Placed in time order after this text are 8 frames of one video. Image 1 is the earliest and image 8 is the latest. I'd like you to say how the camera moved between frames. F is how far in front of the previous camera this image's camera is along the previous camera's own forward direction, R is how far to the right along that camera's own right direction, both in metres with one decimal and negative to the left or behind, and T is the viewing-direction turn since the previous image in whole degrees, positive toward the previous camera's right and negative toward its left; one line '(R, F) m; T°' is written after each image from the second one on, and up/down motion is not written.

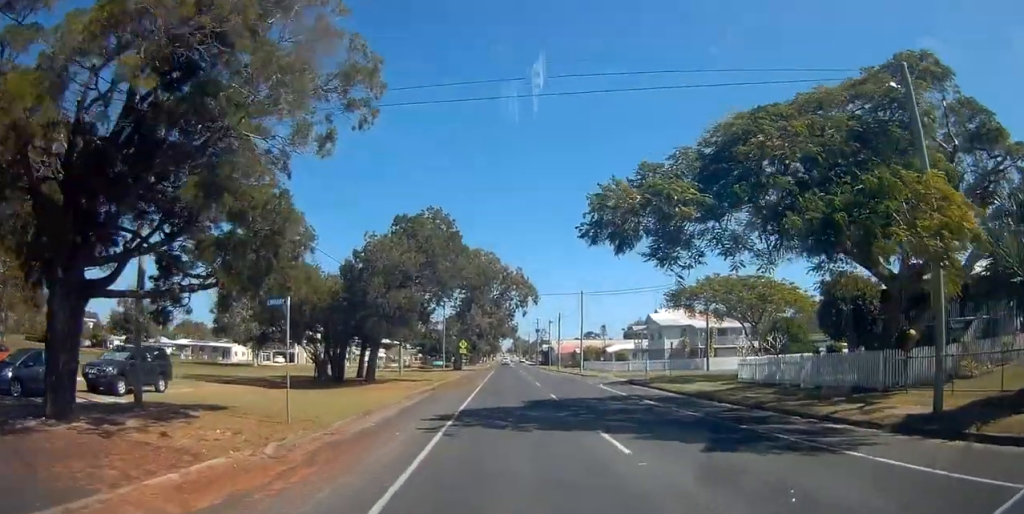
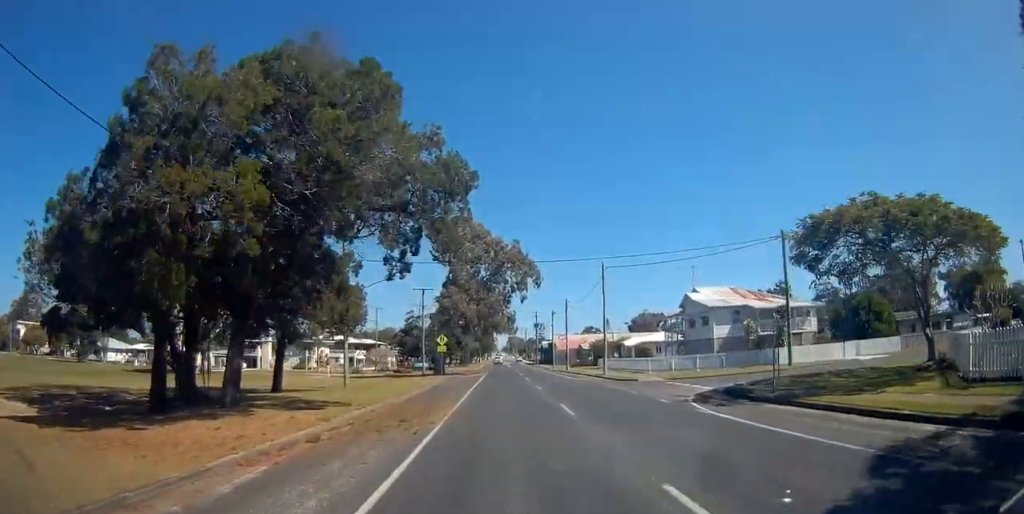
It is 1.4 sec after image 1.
(+0.4, +18.6) m; -1°
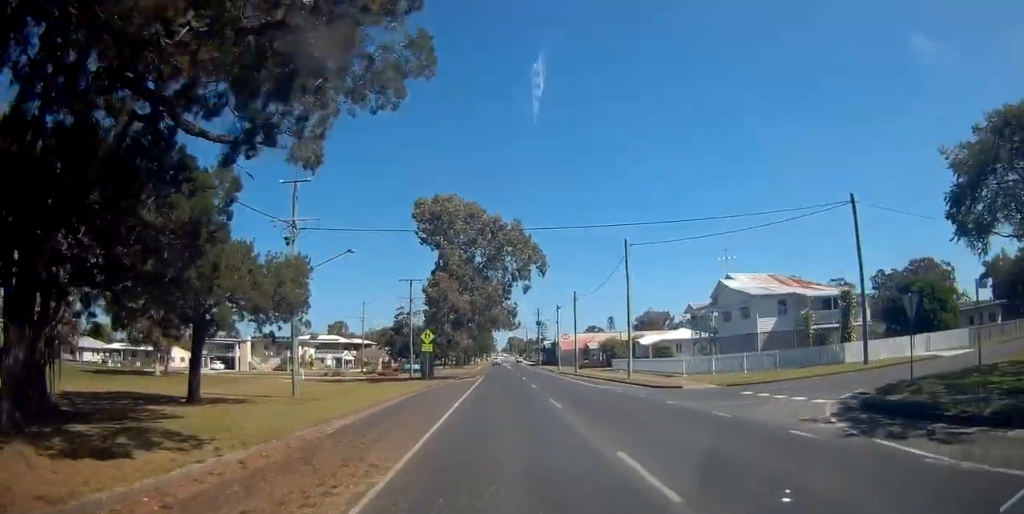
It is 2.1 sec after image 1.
(-0.4, +9.7) m; 0°
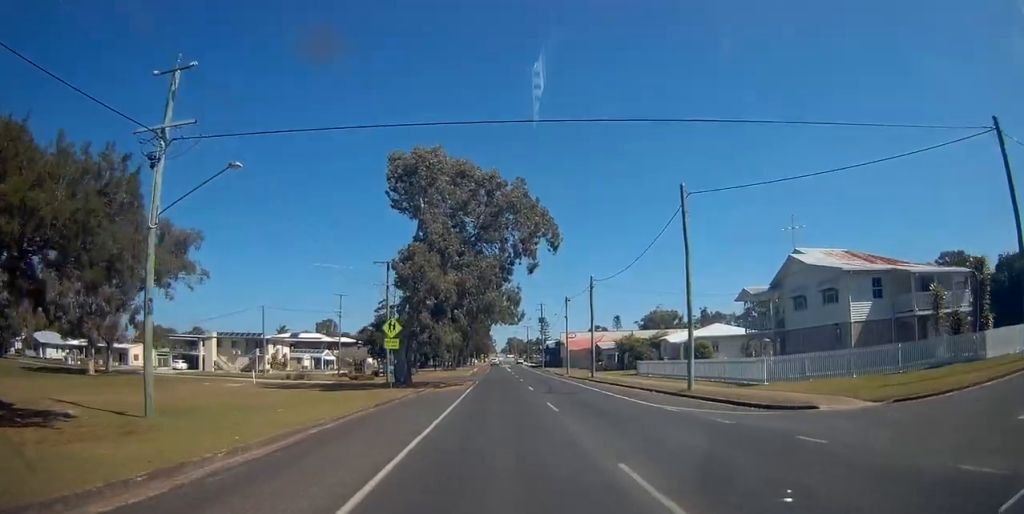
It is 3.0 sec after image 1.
(+0.2, +13.0) m; +2°
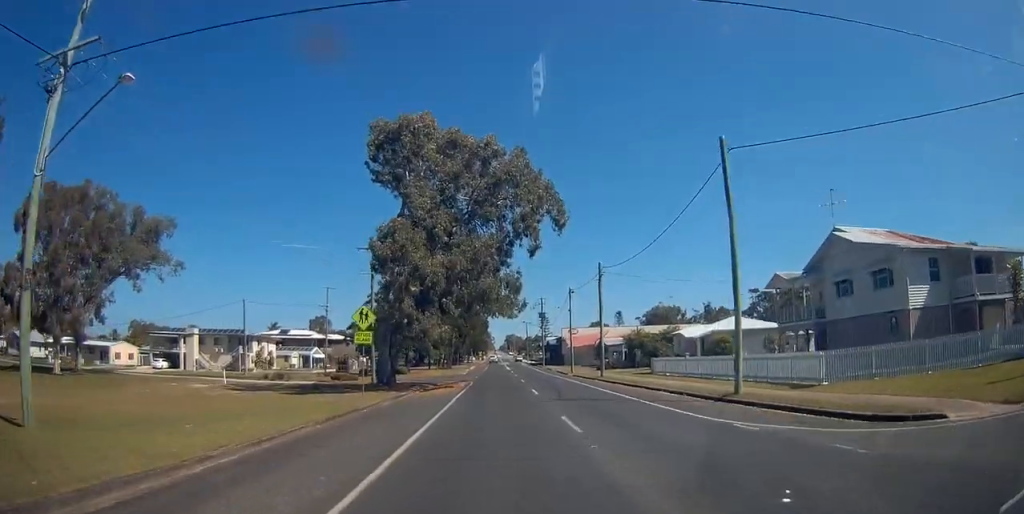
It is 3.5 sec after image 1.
(+0.1, +5.6) m; +1°
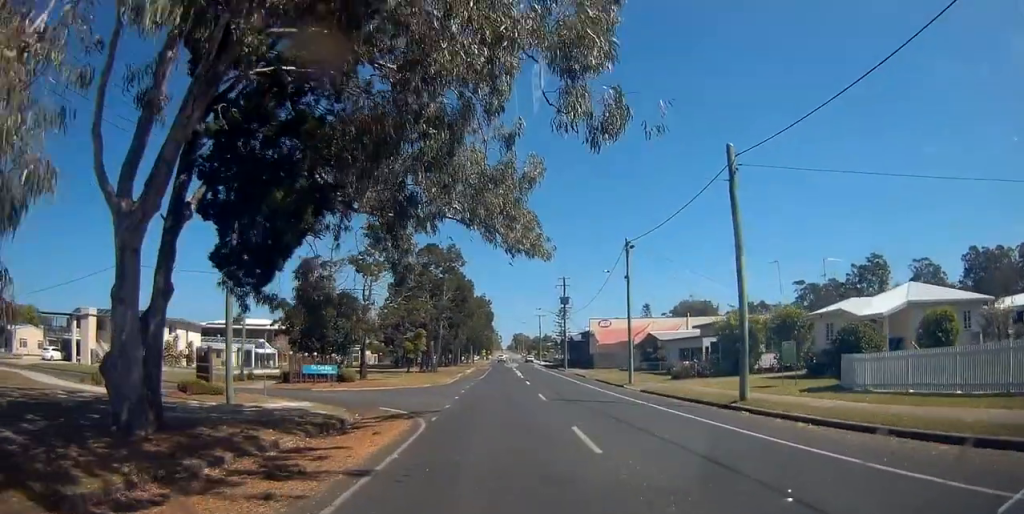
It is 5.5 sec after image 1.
(-0.2, +26.9) m; -3°
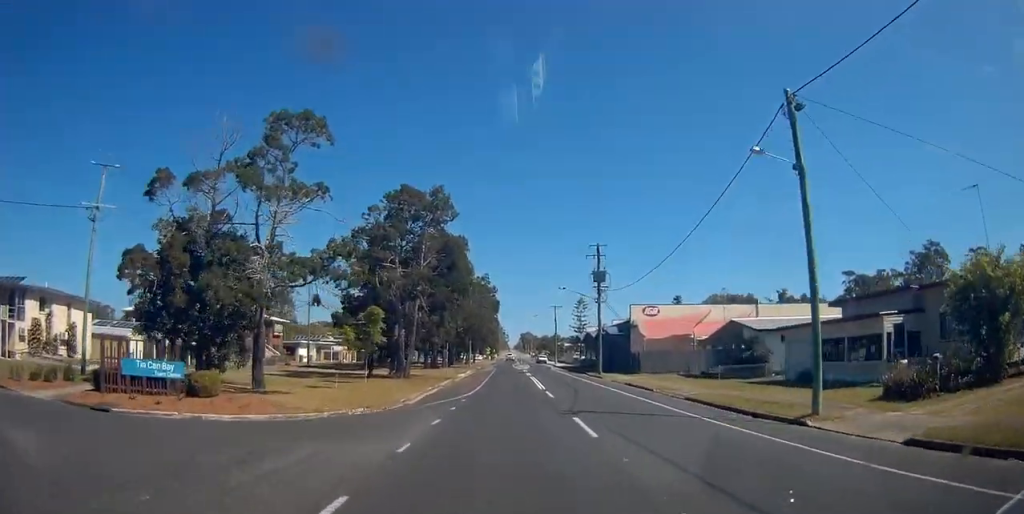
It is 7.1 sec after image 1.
(-0.2, +22.2) m; 0°
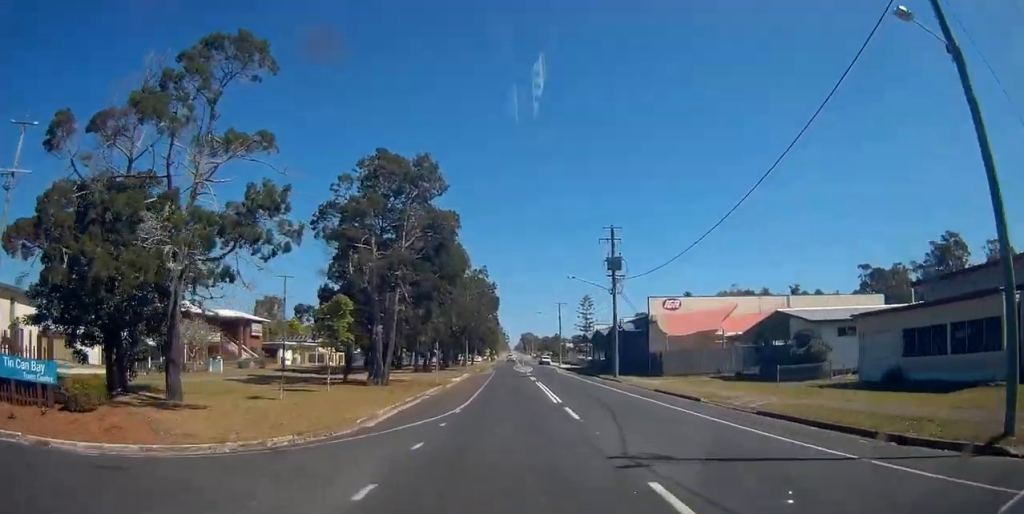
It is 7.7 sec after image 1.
(0.0, +7.5) m; -1°
